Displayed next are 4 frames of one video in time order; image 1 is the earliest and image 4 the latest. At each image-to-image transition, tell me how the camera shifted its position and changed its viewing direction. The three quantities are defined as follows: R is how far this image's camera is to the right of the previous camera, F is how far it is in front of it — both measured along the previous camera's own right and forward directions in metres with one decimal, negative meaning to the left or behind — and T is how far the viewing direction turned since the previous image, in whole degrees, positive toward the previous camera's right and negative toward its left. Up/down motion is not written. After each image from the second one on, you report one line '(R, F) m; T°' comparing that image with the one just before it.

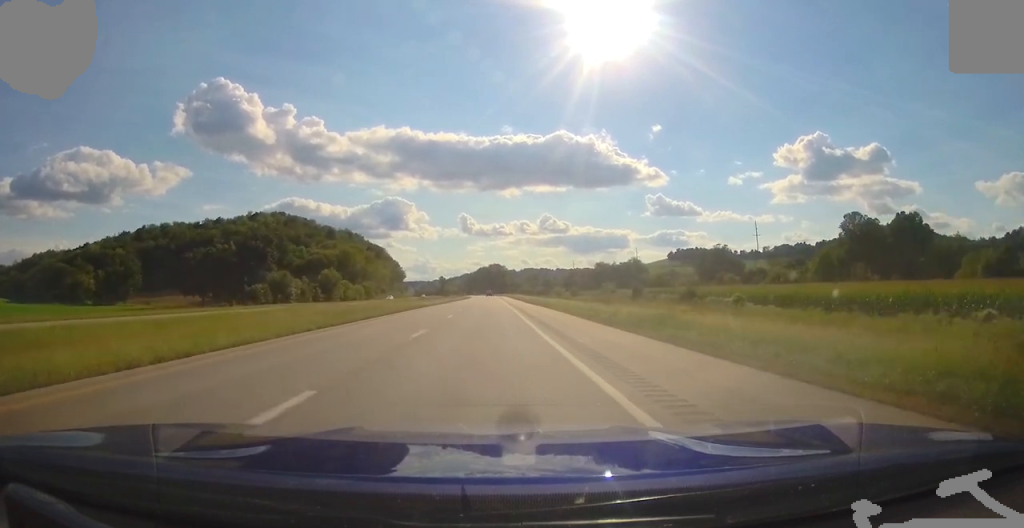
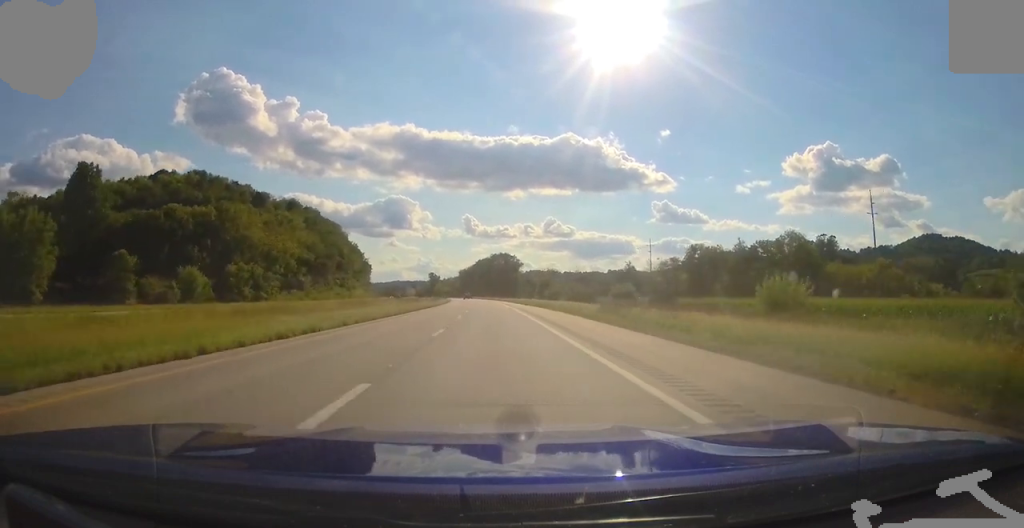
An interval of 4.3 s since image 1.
(+0.2, +133.8) m; -2°
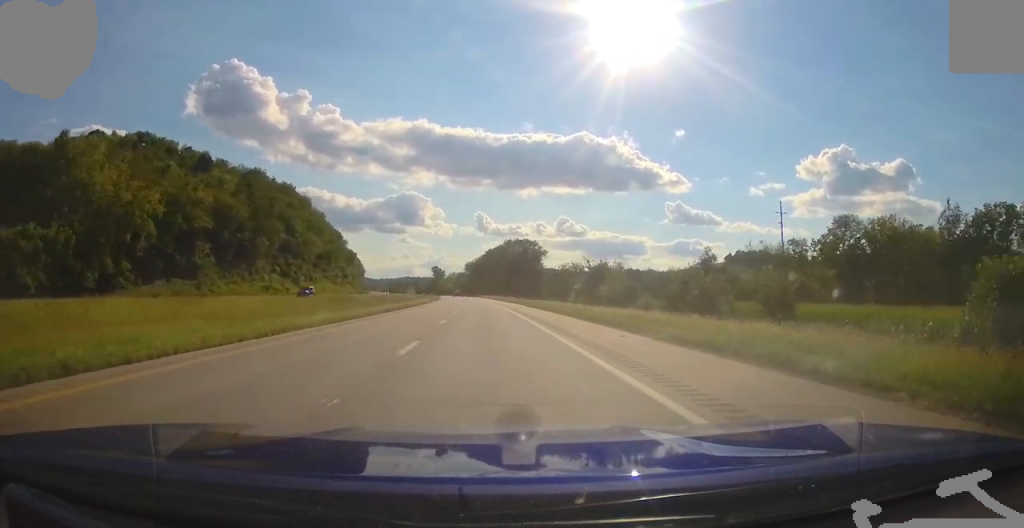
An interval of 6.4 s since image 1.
(-1.3, +66.8) m; -1°
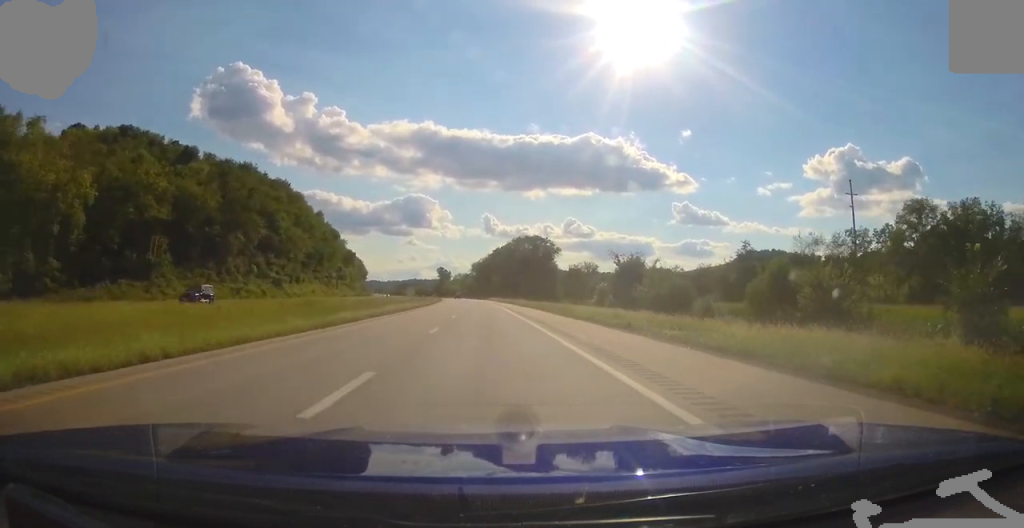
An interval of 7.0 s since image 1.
(+0.3, +17.9) m; -1°
